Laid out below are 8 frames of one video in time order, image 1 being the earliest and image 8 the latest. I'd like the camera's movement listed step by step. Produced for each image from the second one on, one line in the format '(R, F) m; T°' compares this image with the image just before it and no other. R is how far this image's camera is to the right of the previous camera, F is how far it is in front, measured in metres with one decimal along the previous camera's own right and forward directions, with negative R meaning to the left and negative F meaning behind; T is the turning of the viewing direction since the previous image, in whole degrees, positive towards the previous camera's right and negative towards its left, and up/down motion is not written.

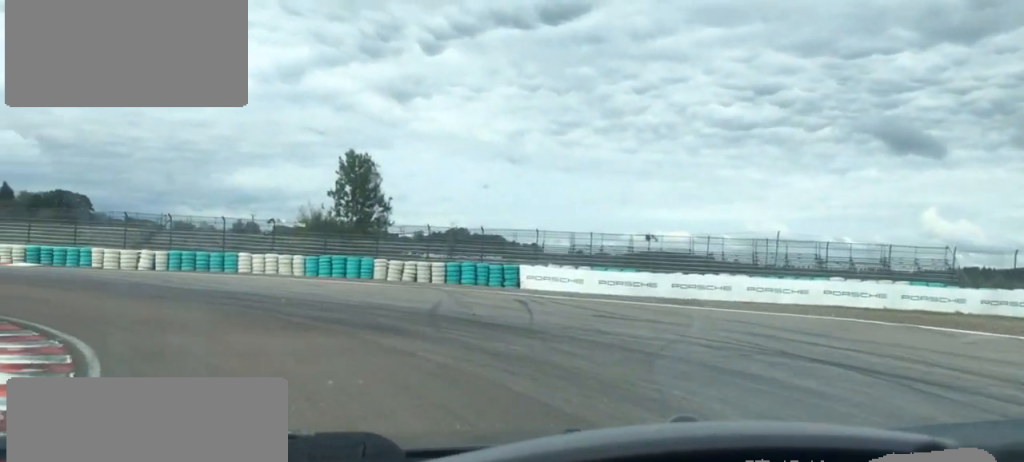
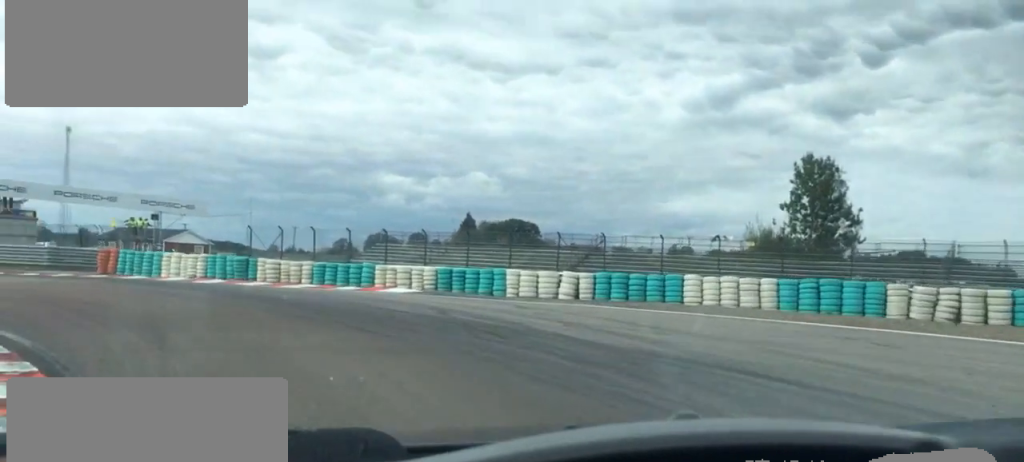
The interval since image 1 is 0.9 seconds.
(-2.9, +11.7) m; -25°
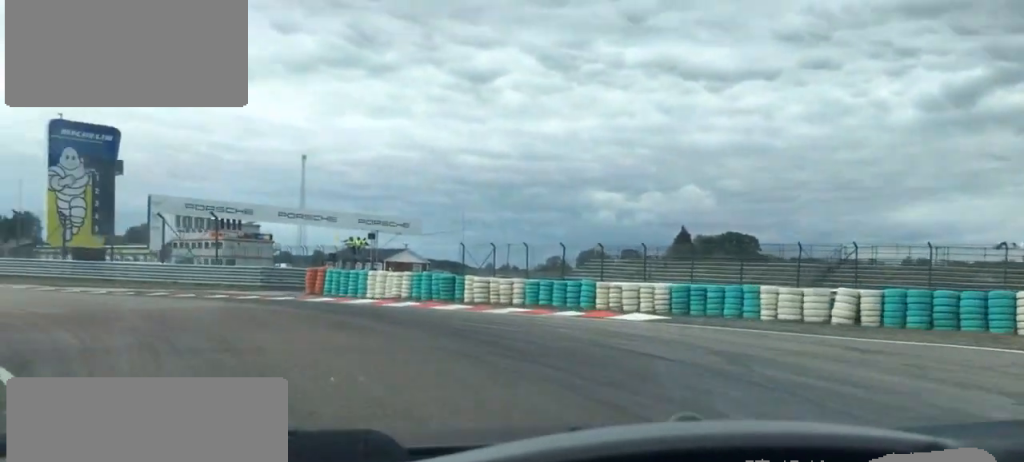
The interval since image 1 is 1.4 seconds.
(-0.3, +5.8) m; -10°
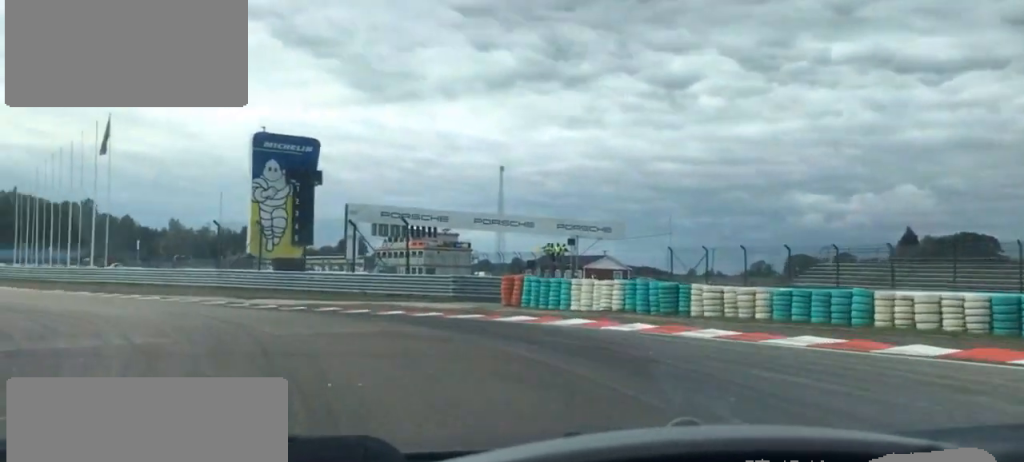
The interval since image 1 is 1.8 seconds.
(-0.6, +5.6) m; -9°
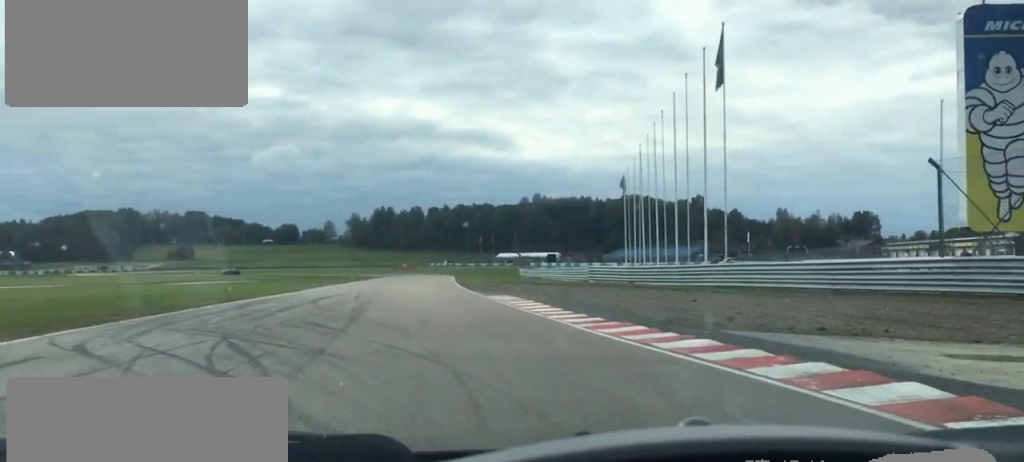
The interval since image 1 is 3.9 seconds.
(-8.7, +26.2) m; -30°
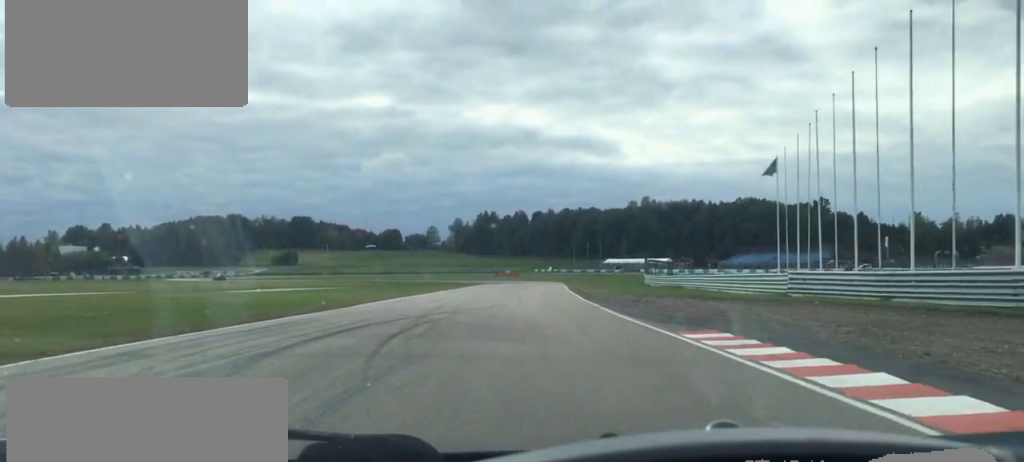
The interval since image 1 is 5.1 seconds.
(-2.1, +18.2) m; -7°
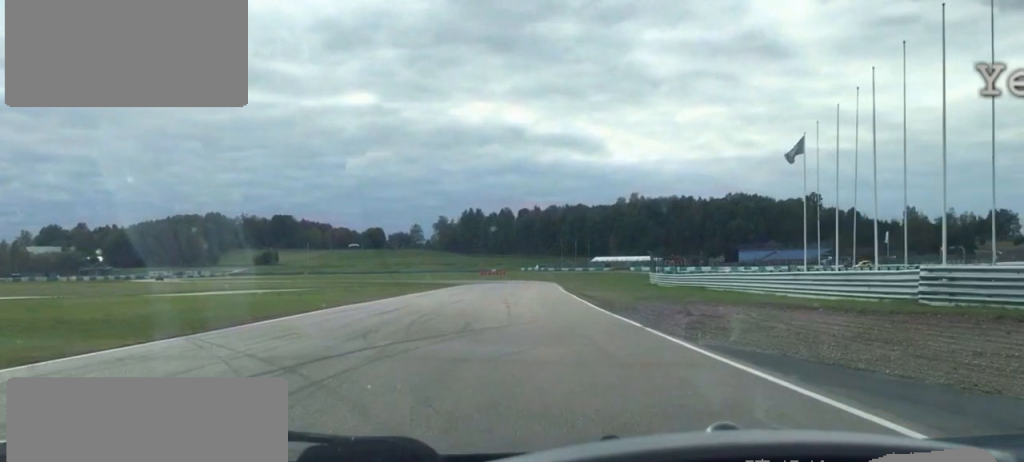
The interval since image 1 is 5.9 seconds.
(-0.1, +12.6) m; +1°
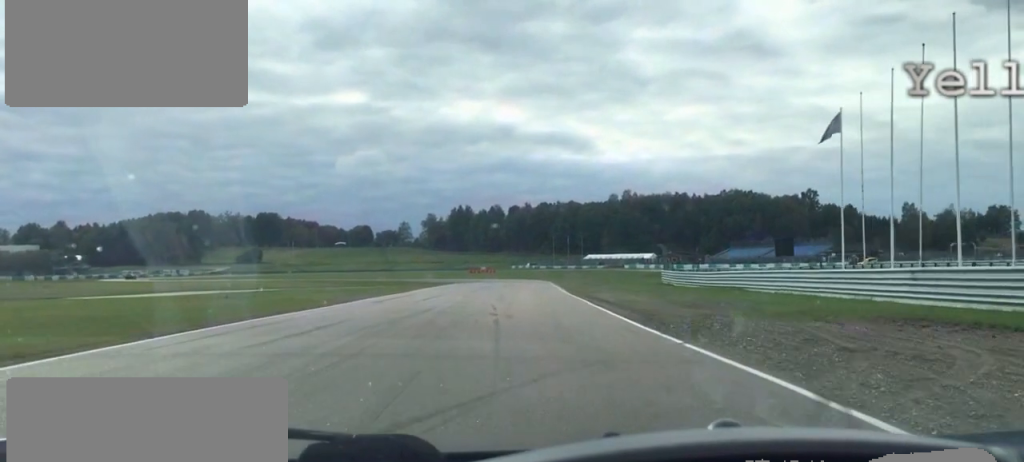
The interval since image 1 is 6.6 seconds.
(+0.6, +11.1) m; +2°
